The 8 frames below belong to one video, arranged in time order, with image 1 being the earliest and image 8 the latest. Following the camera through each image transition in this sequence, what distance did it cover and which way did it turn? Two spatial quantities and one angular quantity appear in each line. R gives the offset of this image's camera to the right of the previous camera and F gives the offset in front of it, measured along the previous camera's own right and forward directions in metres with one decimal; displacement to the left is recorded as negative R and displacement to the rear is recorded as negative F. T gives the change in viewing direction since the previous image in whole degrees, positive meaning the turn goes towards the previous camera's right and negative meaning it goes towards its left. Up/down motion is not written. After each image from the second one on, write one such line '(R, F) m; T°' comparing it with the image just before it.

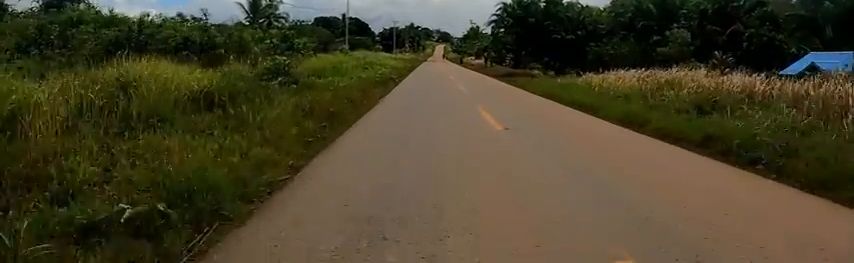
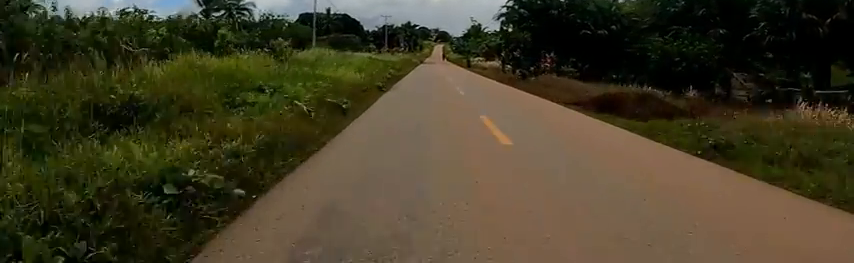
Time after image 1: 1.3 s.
(-0.2, +17.9) m; -1°
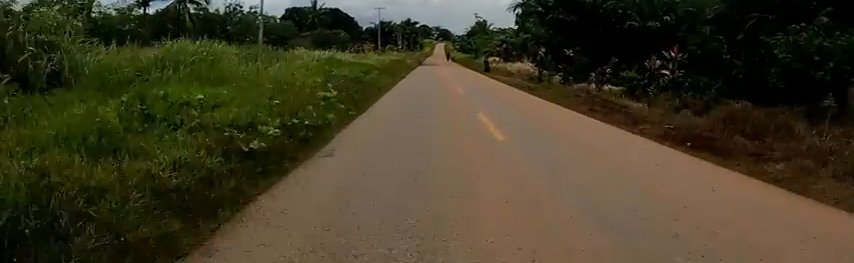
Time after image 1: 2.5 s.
(0.0, +15.9) m; 0°
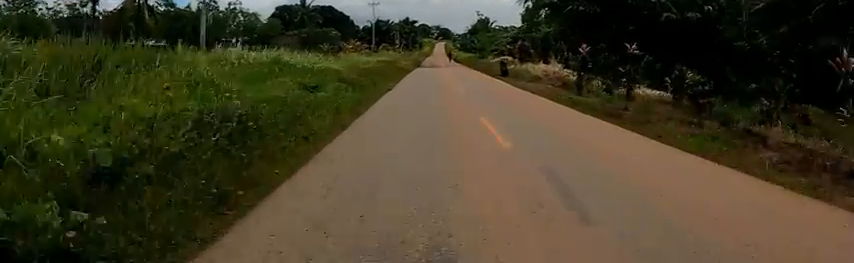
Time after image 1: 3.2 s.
(0.0, +9.2) m; -1°
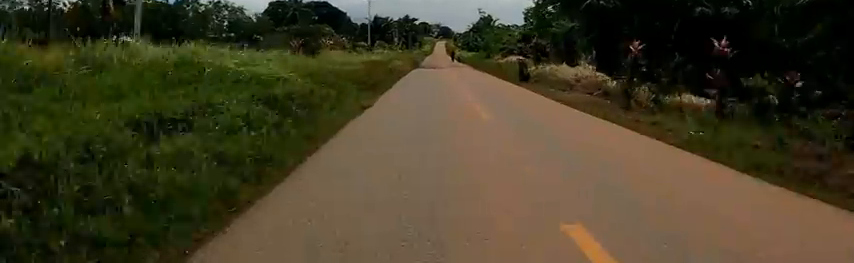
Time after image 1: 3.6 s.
(+0.1, +5.2) m; -1°
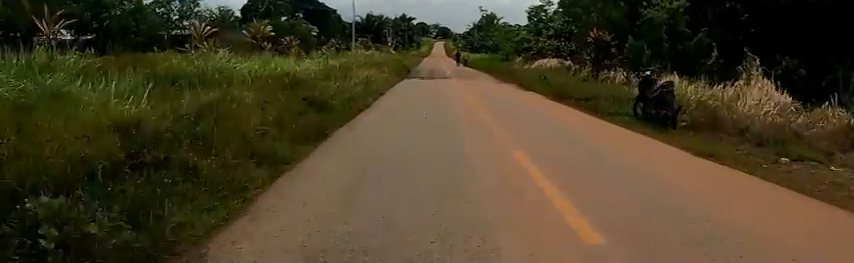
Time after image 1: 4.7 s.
(-0.4, +13.1) m; -1°
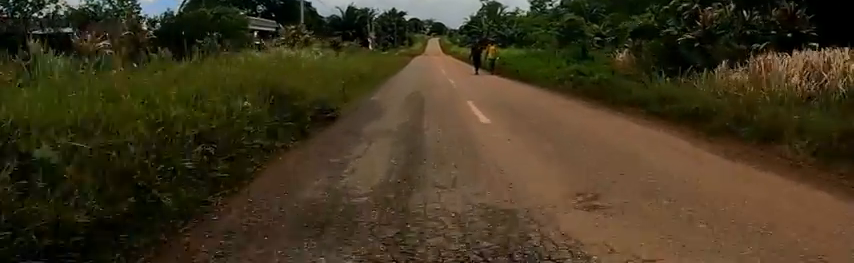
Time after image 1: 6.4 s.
(+0.5, +21.0) m; +2°
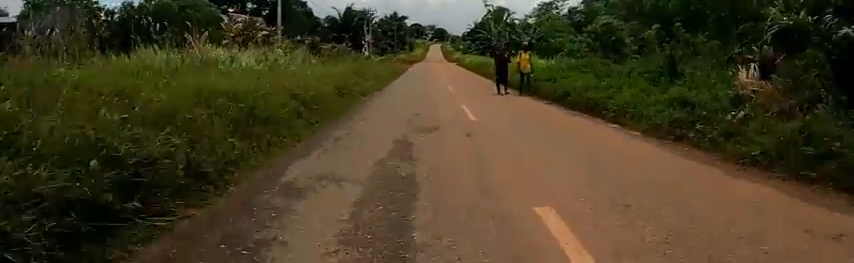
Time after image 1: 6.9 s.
(0.0, +6.2) m; 0°
